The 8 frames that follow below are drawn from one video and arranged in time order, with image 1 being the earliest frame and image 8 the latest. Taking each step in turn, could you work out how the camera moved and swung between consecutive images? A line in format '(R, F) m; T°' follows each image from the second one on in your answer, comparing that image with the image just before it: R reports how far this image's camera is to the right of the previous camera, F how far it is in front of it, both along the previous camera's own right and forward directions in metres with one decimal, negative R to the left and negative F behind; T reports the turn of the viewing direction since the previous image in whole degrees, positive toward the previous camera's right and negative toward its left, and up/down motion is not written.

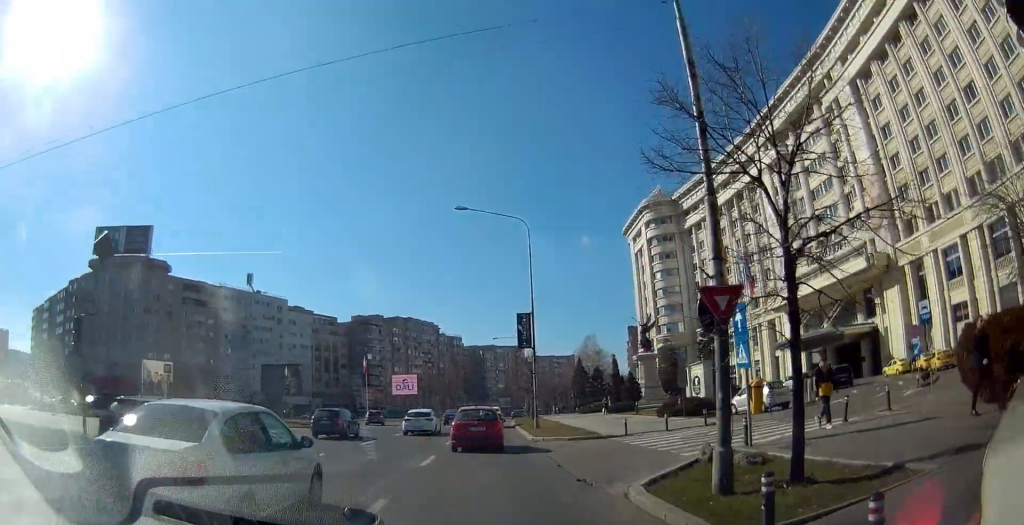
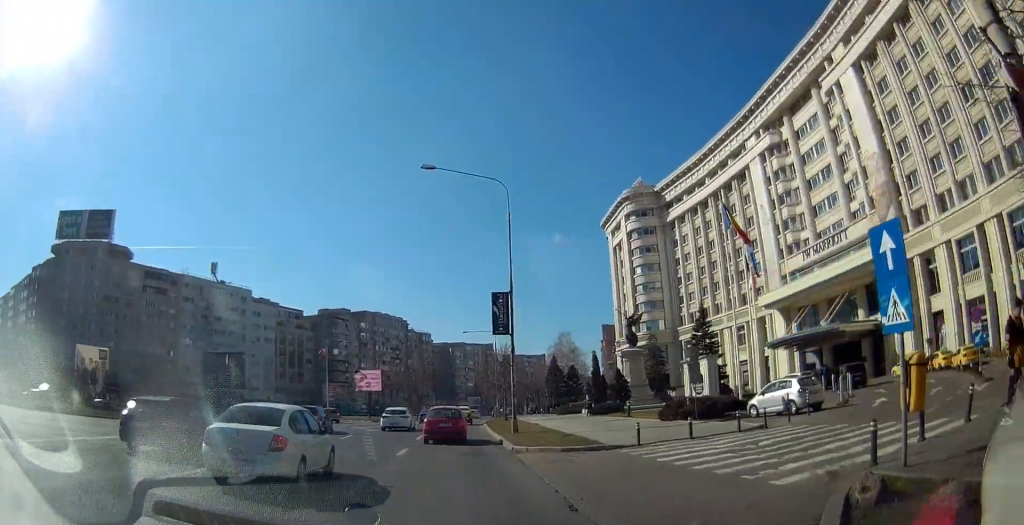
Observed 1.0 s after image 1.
(+0.1, +5.9) m; +8°
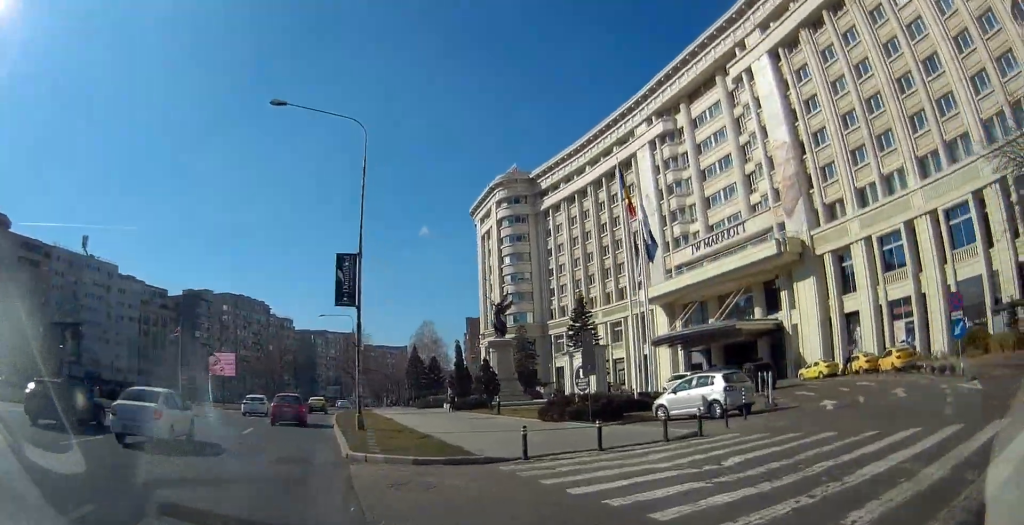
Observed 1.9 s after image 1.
(+0.7, +5.4) m; +13°
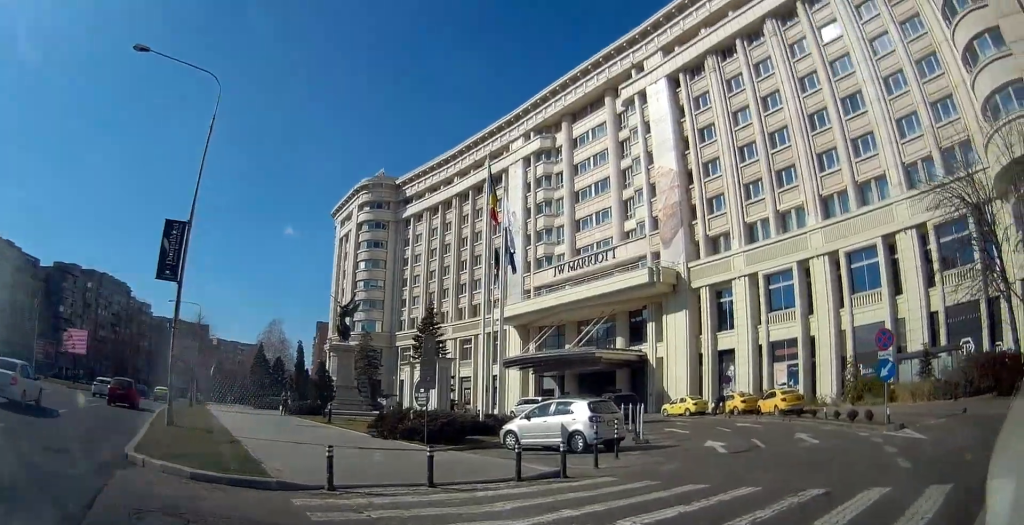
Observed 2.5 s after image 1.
(+0.3, +3.2) m; +7°
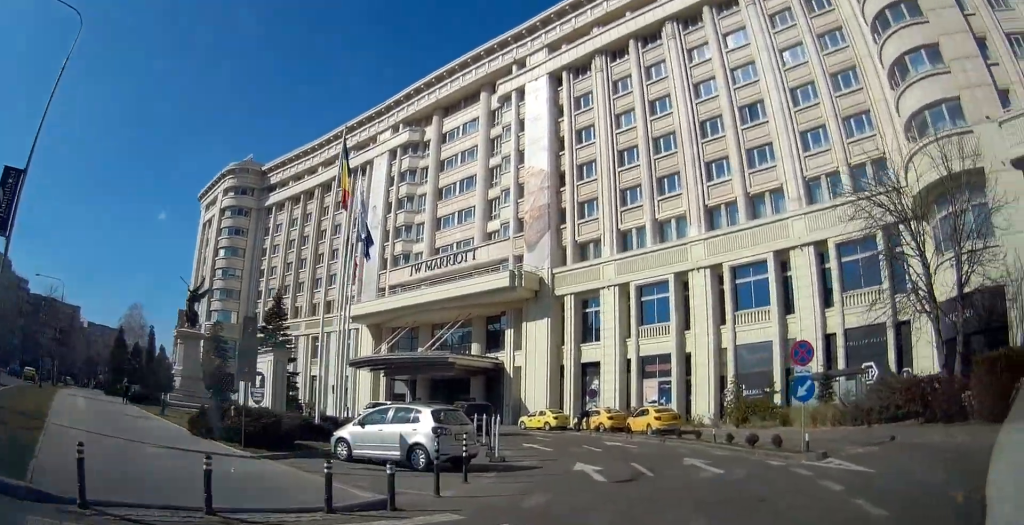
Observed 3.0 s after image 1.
(+0.2, +2.9) m; +5°
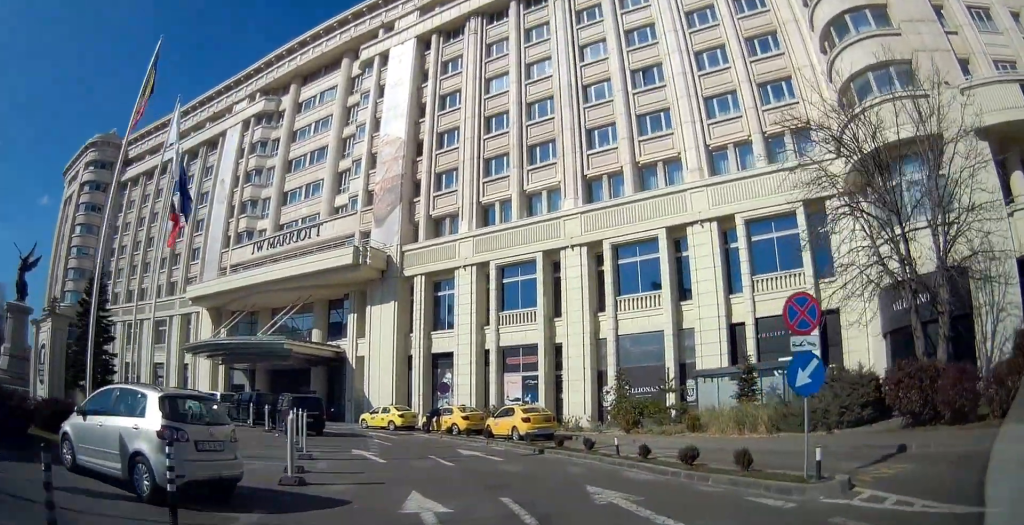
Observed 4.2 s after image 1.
(+0.5, +6.0) m; +11°
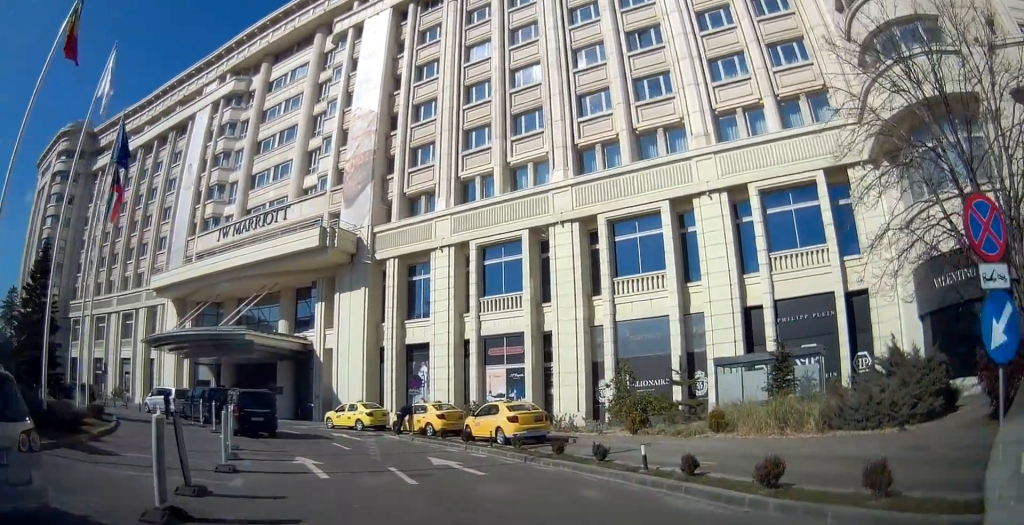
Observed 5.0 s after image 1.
(+0.3, +3.6) m; +4°
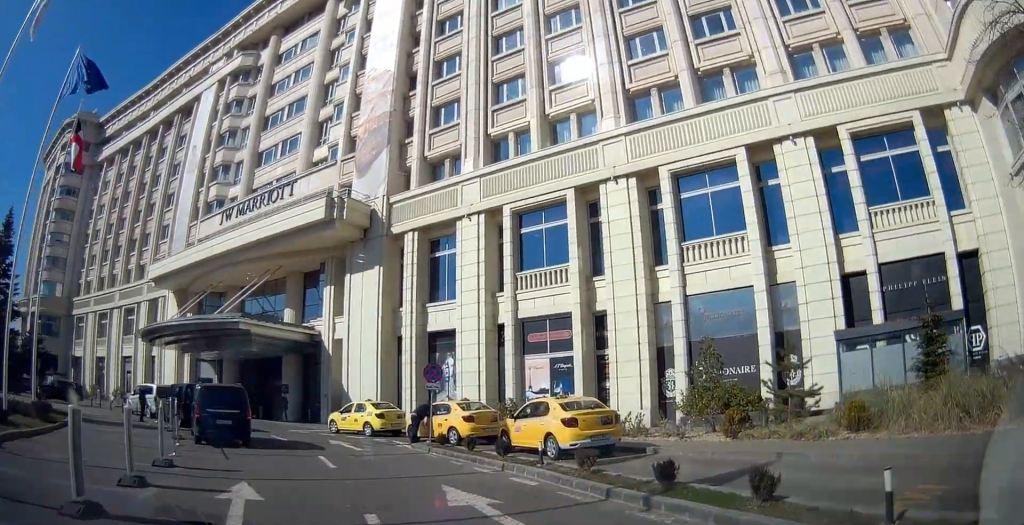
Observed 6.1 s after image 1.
(+0.1, +5.2) m; -4°
